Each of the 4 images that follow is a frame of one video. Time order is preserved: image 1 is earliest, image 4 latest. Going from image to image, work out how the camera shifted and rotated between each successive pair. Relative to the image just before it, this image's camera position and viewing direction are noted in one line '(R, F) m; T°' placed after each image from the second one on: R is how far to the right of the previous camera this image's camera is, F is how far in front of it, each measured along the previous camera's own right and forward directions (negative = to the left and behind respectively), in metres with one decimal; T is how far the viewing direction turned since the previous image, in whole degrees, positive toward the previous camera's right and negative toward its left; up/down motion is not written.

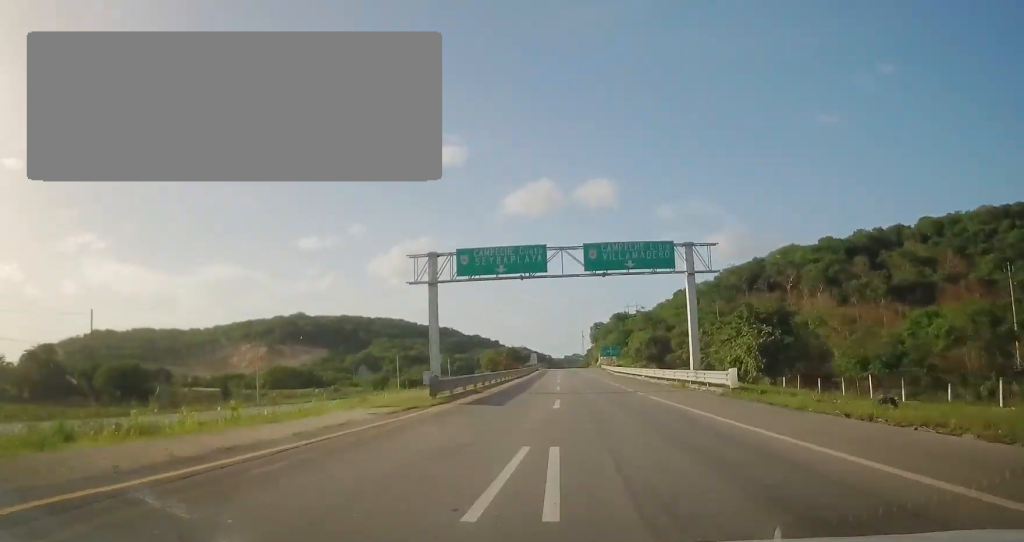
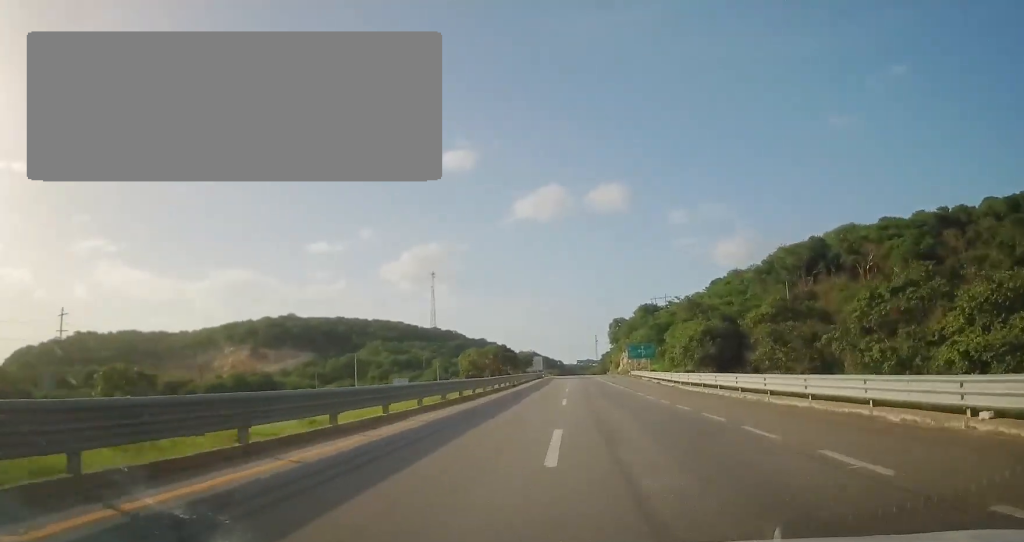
(-0.7, +41.8) m; -1°
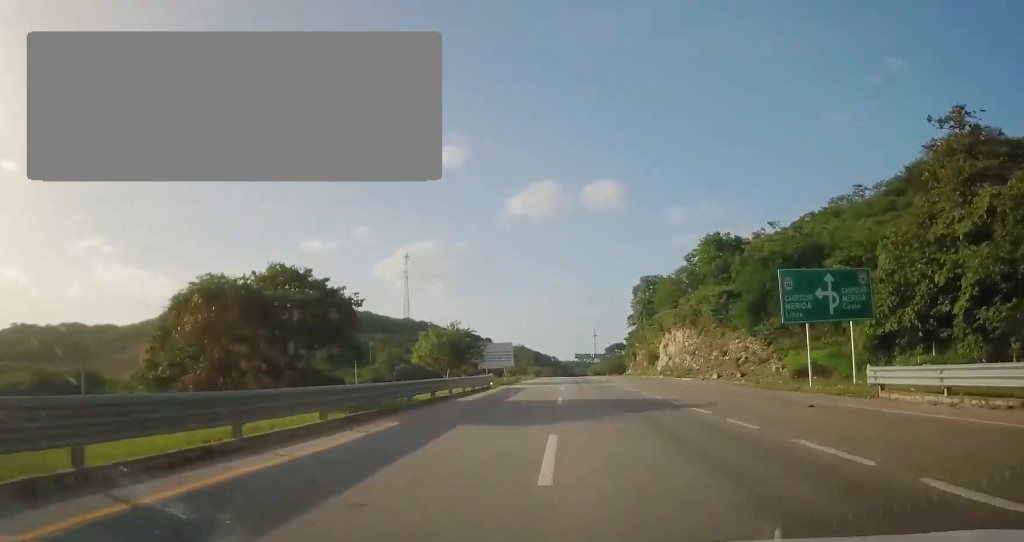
(0.0, +76.4) m; 0°
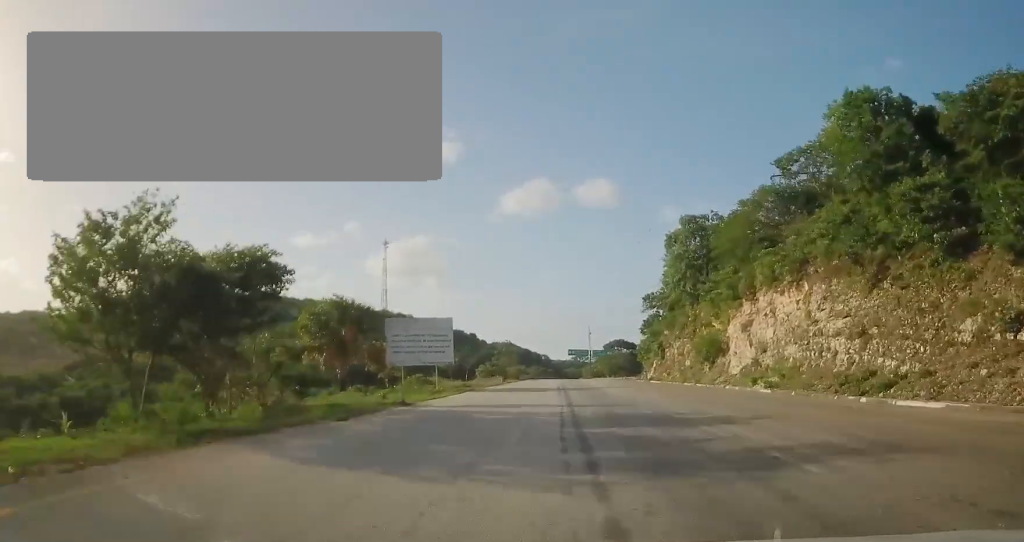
(0.0, +41.8) m; 0°
